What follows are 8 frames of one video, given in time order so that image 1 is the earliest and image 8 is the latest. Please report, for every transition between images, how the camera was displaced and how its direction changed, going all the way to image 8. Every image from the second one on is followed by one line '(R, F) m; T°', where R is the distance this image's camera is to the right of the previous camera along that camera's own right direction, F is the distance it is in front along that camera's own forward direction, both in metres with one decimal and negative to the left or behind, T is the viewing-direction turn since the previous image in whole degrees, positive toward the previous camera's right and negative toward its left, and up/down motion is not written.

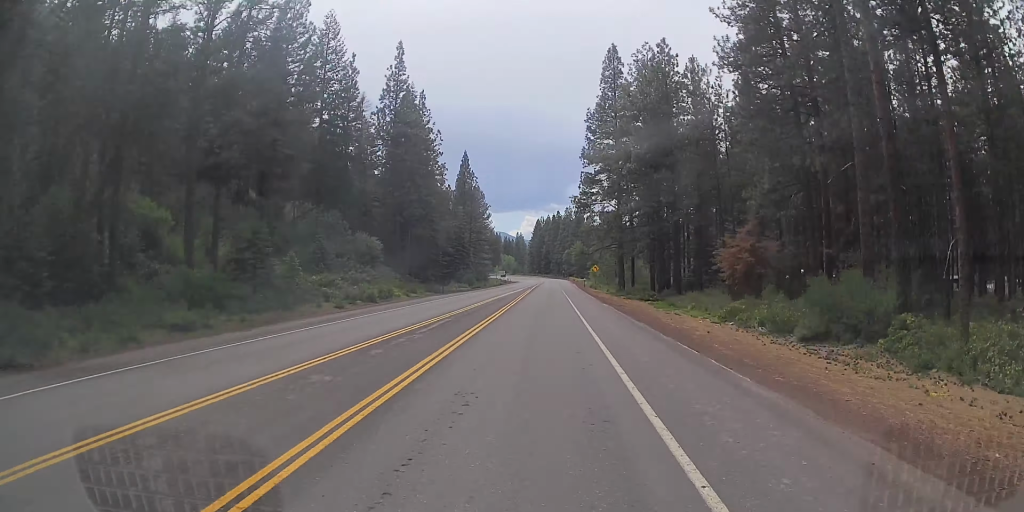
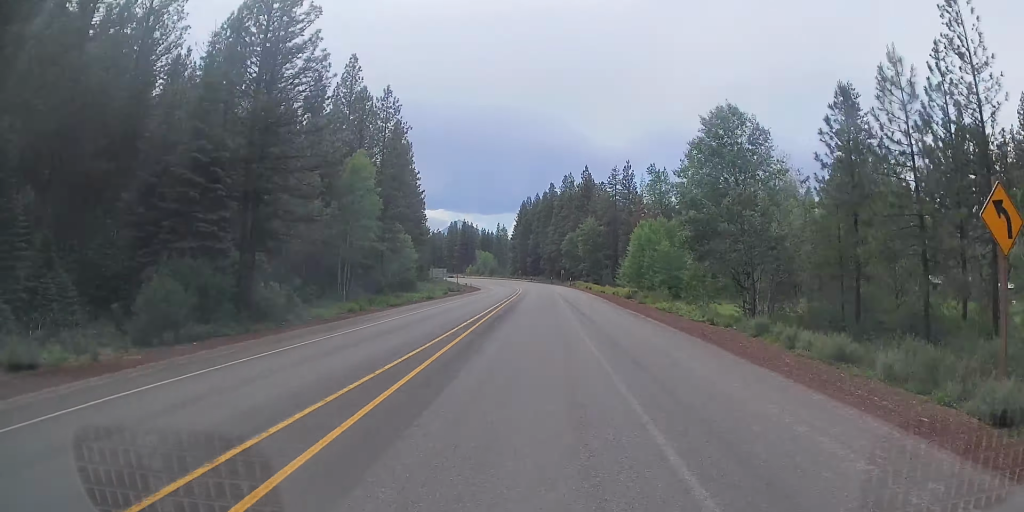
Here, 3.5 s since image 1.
(+0.5, +93.3) m; 0°
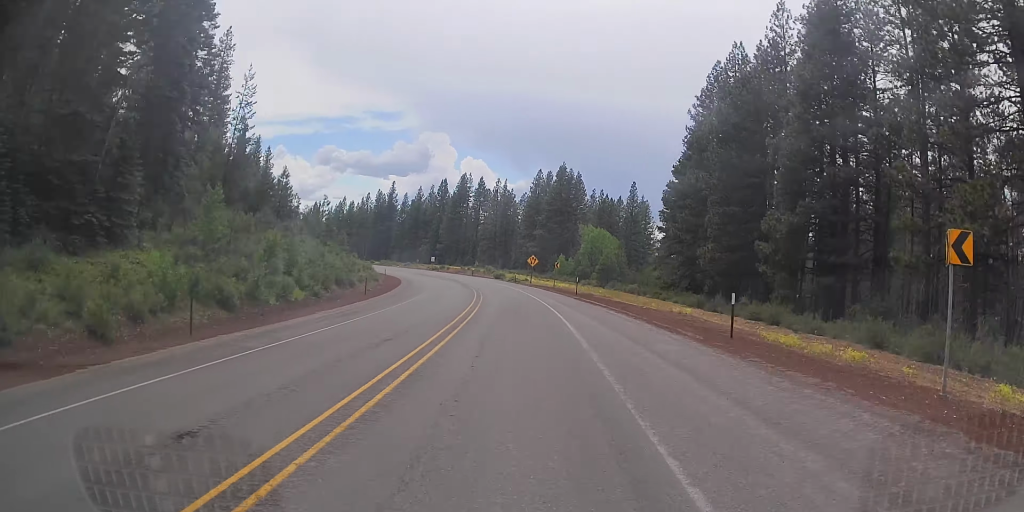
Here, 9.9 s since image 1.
(-6.7, +170.8) m; -12°
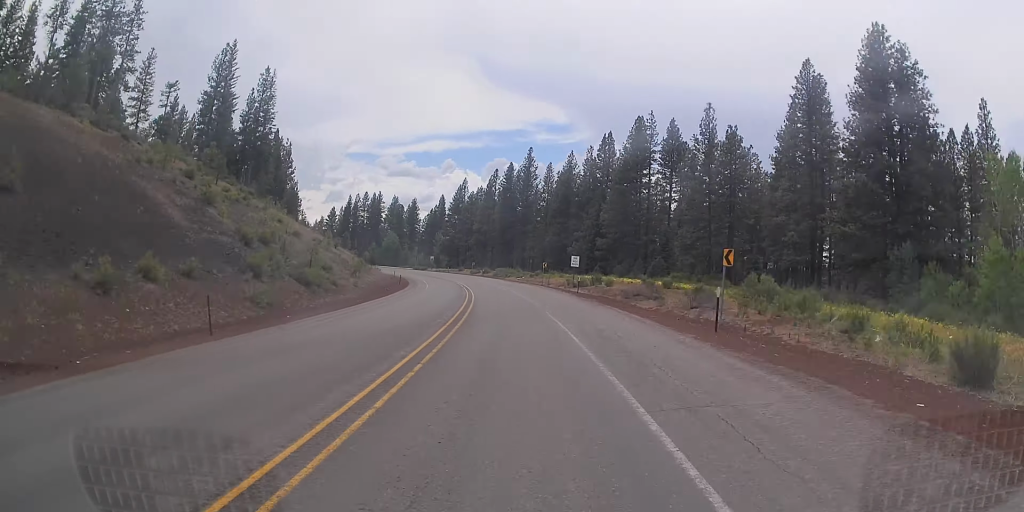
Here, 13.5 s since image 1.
(-11.5, +94.2) m; -17°
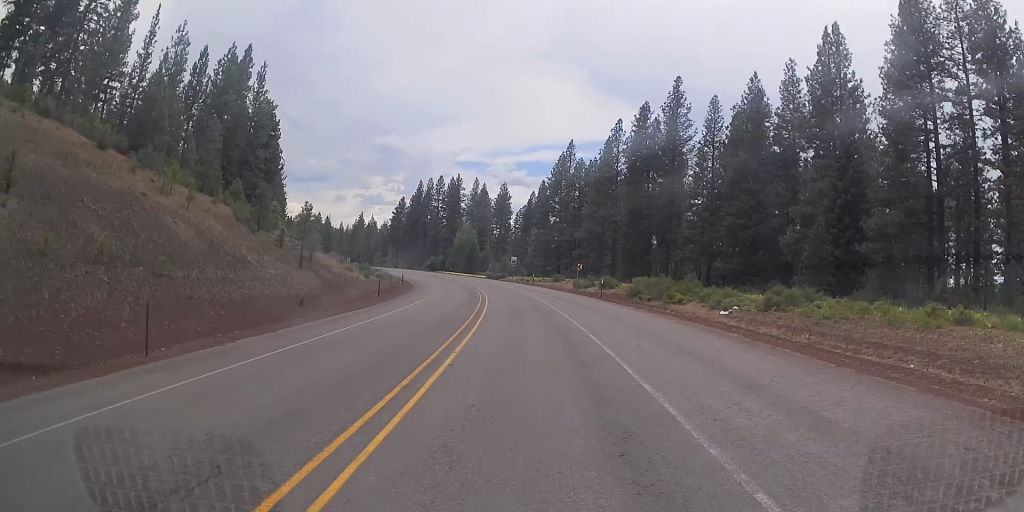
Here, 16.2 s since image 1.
(-6.9, +70.9) m; -15°
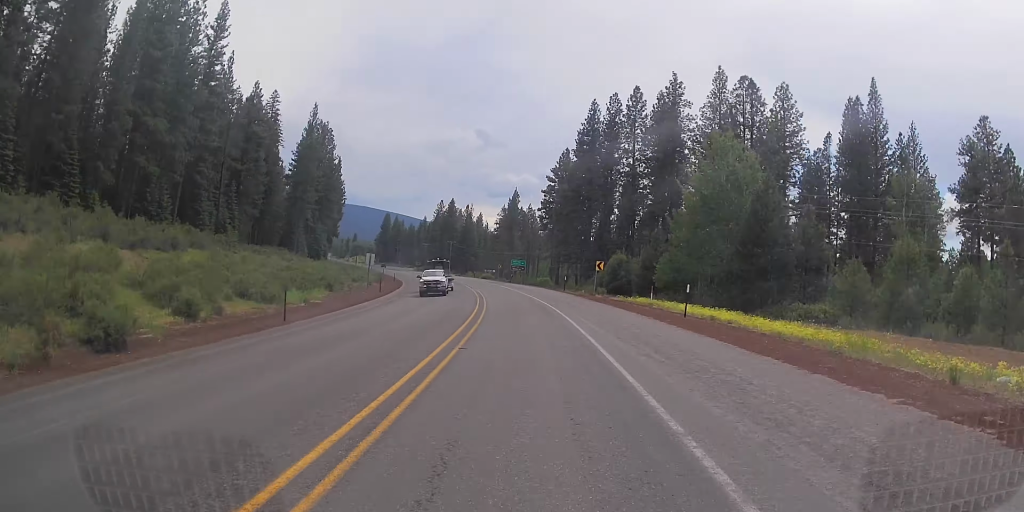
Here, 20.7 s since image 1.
(-26.6, +120.8) m; -20°
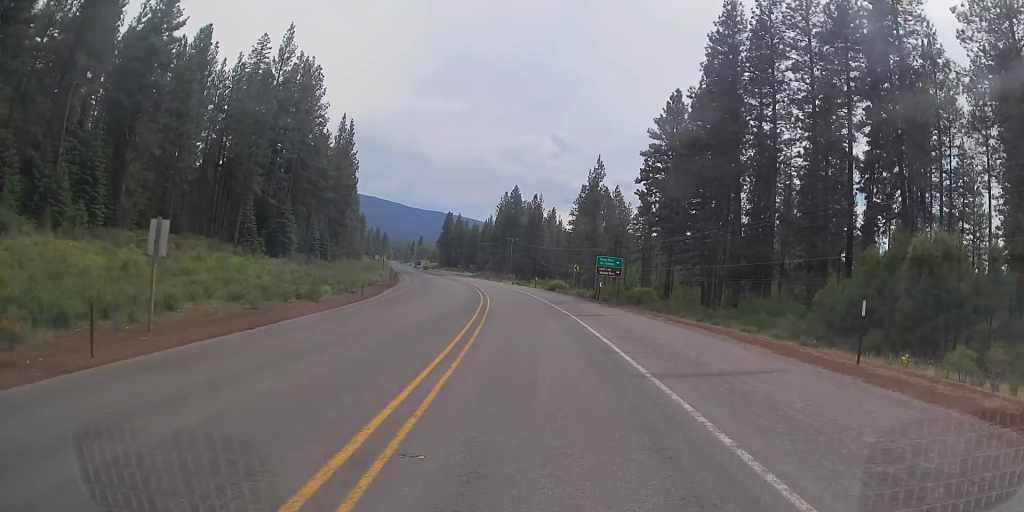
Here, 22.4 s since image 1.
(-3.6, +47.6) m; -6°
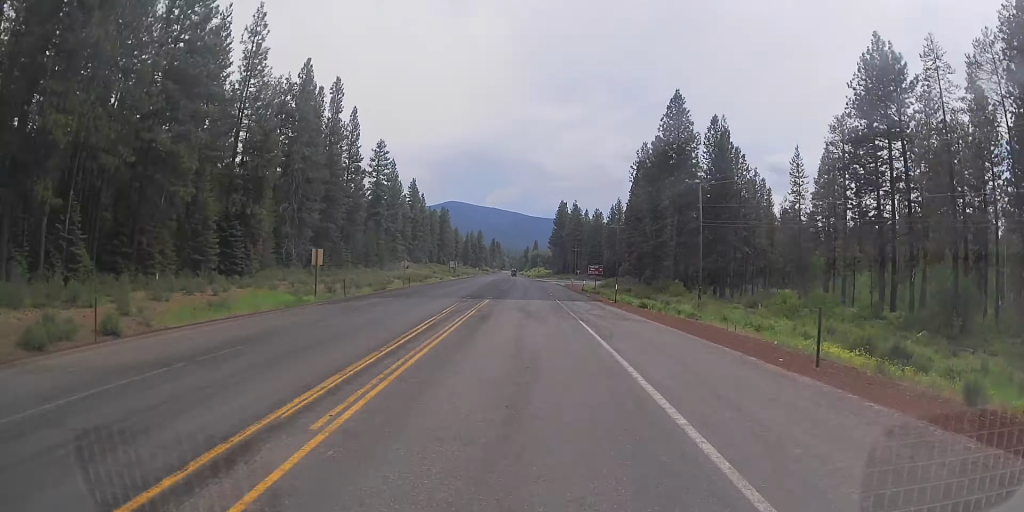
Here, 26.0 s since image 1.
(-9.3, +97.4) m; -8°
